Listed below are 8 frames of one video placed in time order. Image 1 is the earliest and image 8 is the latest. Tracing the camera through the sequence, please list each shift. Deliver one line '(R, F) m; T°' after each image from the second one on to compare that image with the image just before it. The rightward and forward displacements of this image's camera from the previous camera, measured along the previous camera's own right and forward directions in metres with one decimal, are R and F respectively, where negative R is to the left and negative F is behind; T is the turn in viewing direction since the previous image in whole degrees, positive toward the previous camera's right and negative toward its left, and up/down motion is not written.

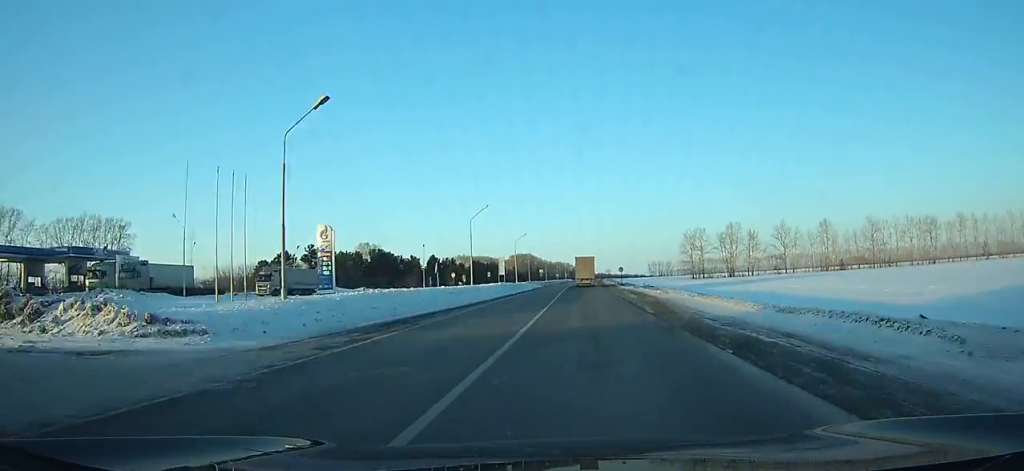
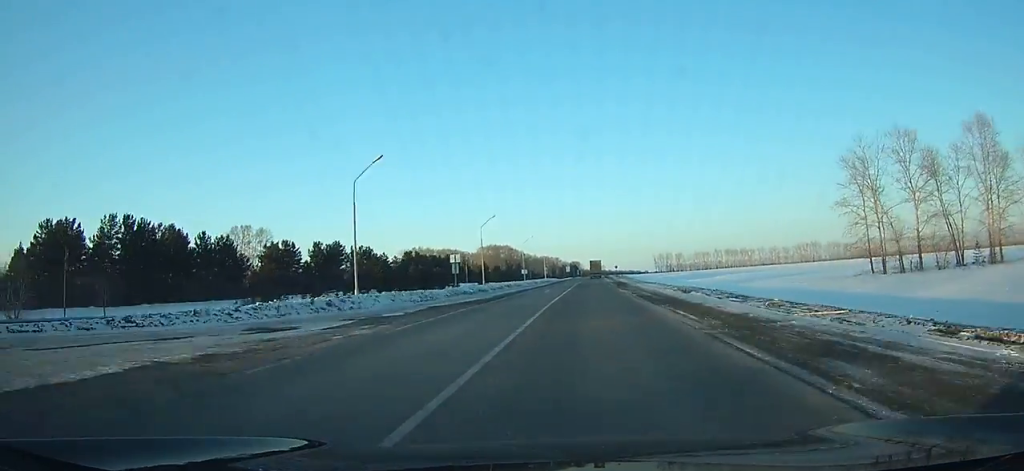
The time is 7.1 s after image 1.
(-1.3, +91.8) m; -15°
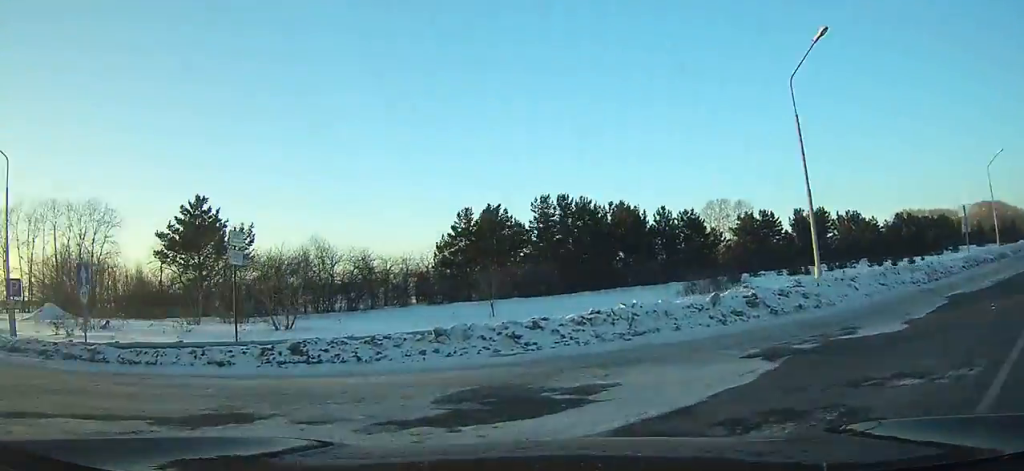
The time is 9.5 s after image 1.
(+1.0, +19.2) m; -47°
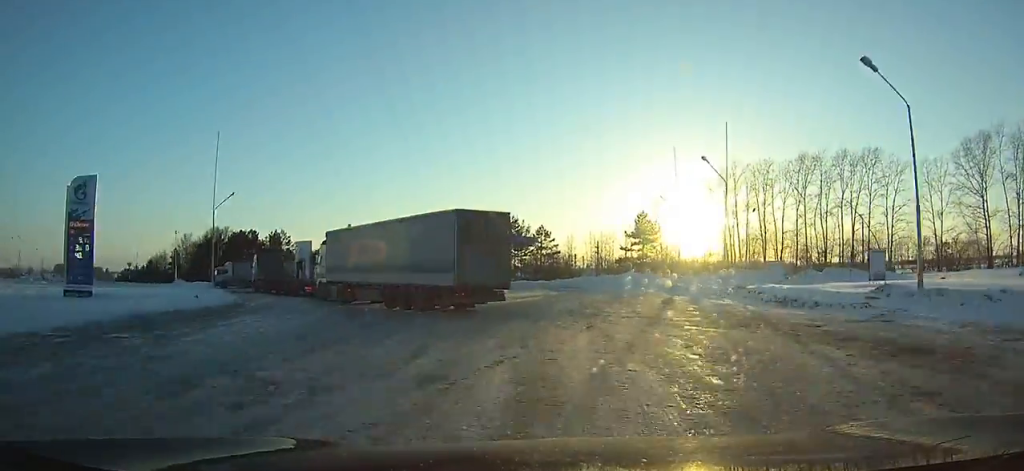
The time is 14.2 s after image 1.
(-28.9, +13.6) m; -73°
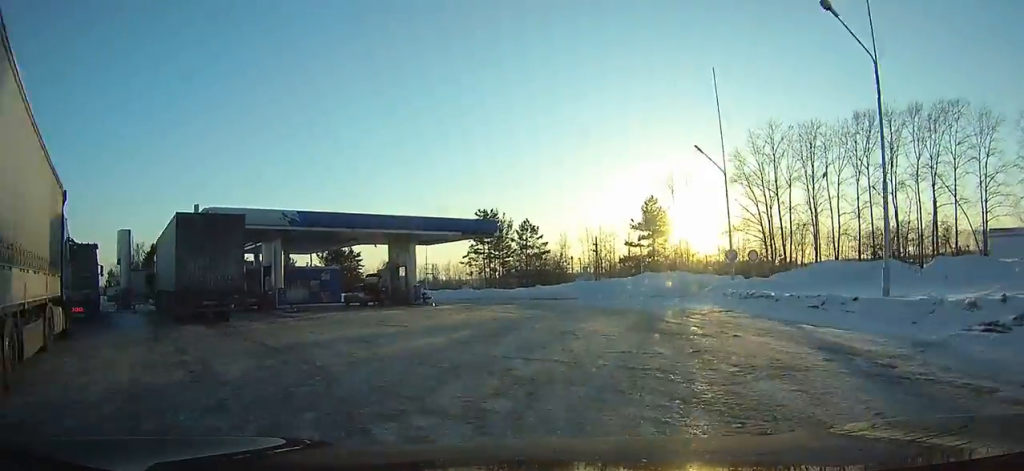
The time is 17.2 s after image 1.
(-1.6, +19.0) m; -12°
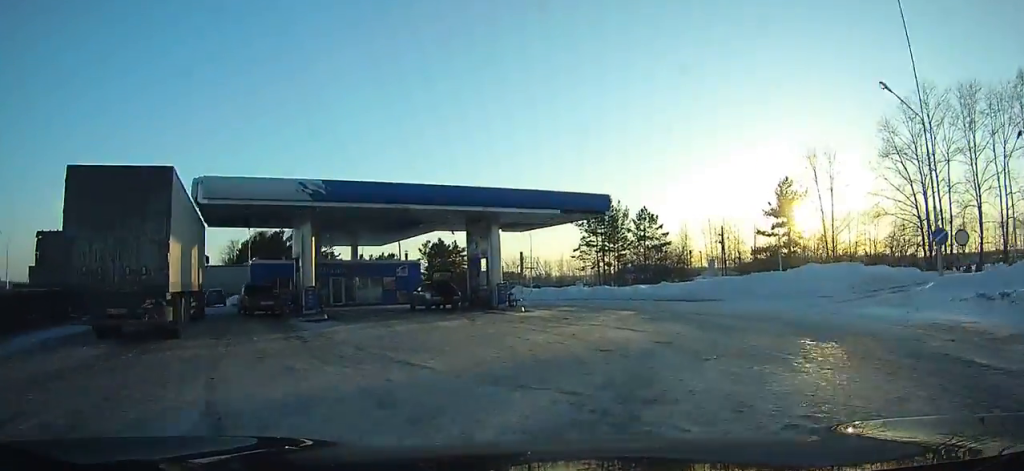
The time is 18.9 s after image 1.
(0.0, +10.0) m; -8°
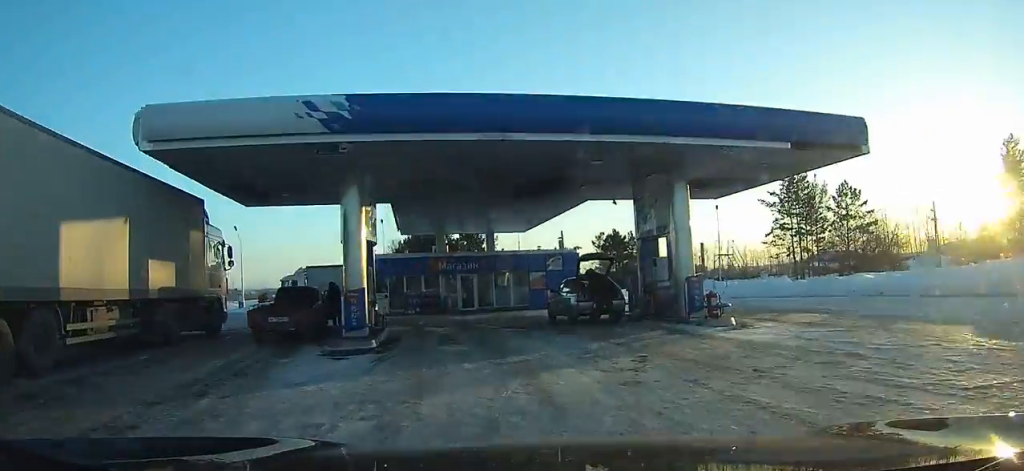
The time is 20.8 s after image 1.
(-1.9, +9.7) m; -8°
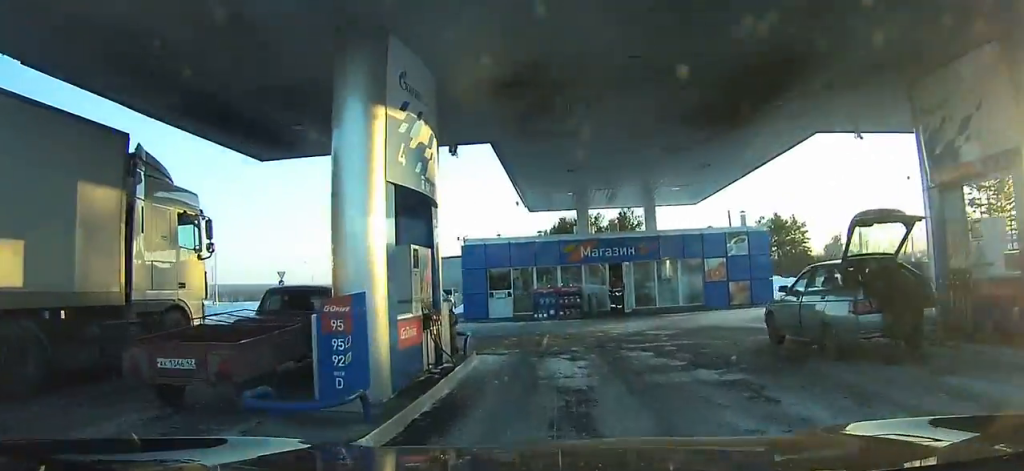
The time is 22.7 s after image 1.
(-0.5, +8.6) m; -3°
